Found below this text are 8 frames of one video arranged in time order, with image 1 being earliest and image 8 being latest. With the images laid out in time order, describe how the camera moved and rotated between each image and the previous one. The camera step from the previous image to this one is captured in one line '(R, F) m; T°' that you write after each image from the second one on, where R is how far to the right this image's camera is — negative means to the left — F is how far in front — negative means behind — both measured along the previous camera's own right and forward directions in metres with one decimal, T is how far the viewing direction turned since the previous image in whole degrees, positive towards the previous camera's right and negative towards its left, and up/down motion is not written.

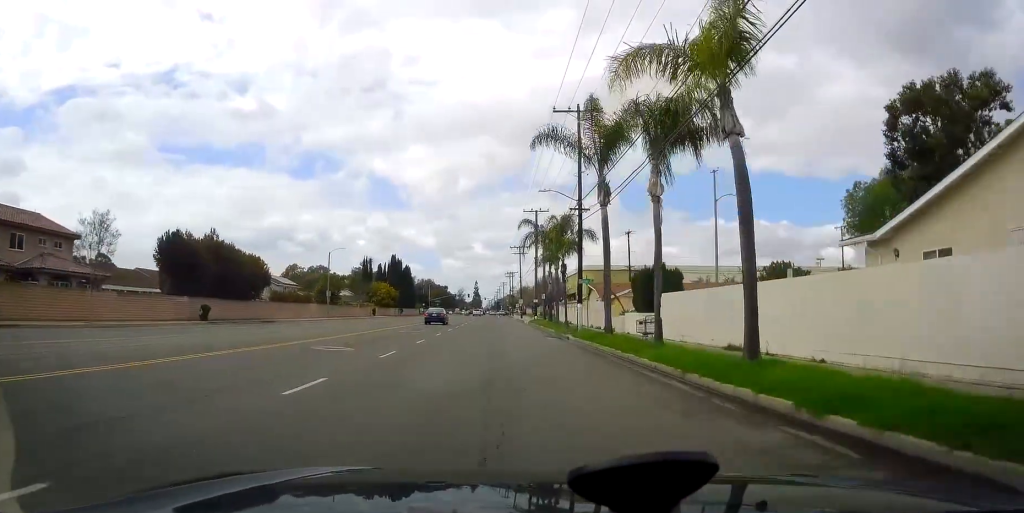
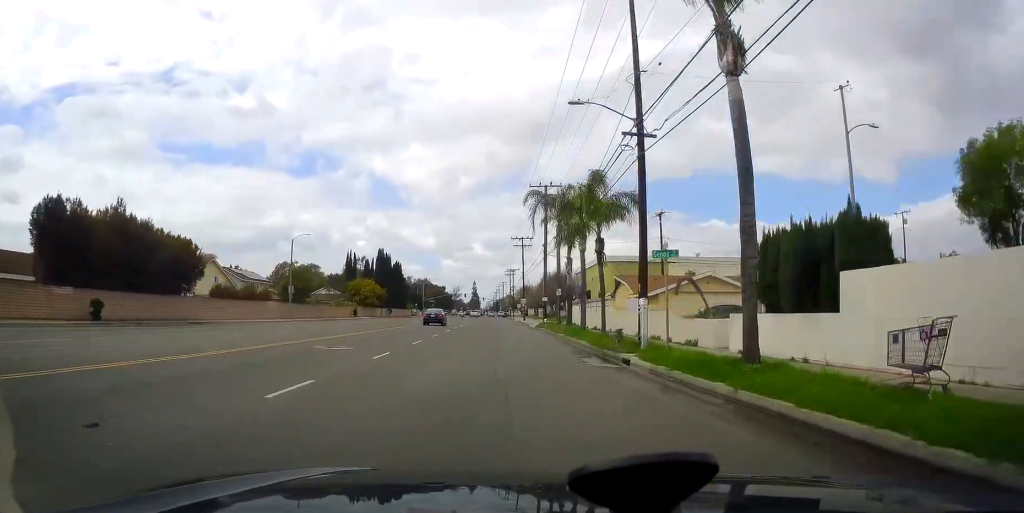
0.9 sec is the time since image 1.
(0.0, +15.2) m; 0°
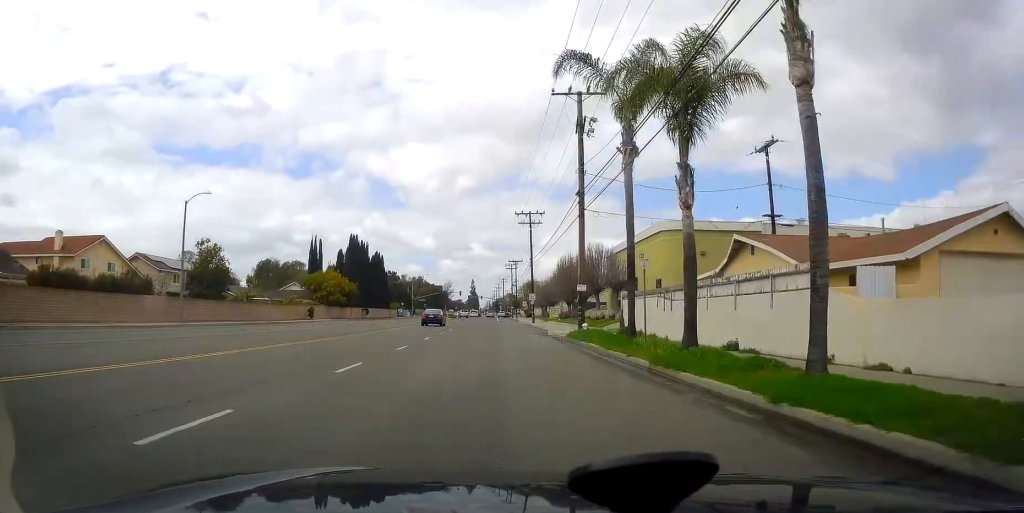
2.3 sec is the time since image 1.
(0.0, +25.2) m; 0°
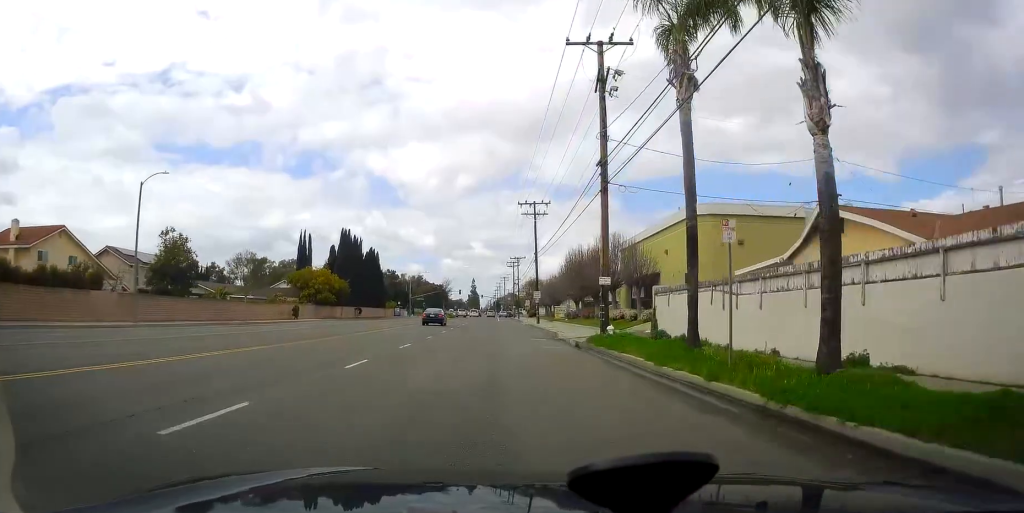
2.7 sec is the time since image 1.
(+0.1, +6.7) m; -1°
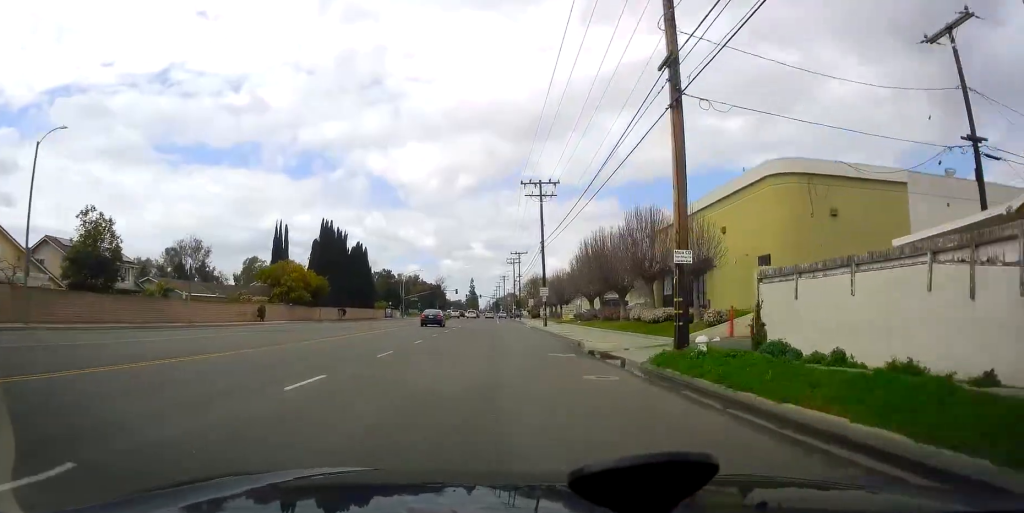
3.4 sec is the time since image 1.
(-0.1, +11.0) m; -1°
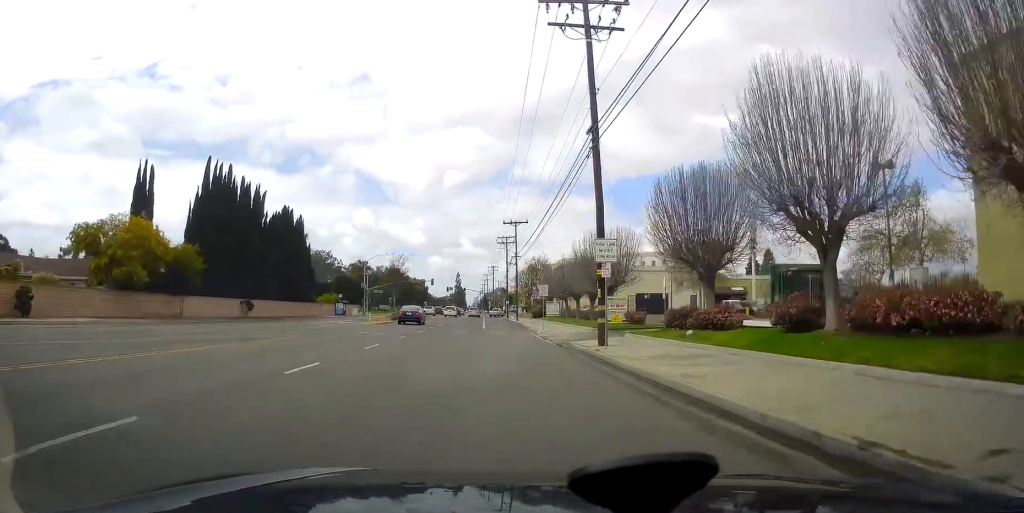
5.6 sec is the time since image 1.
(+0.4, +35.3) m; +3°
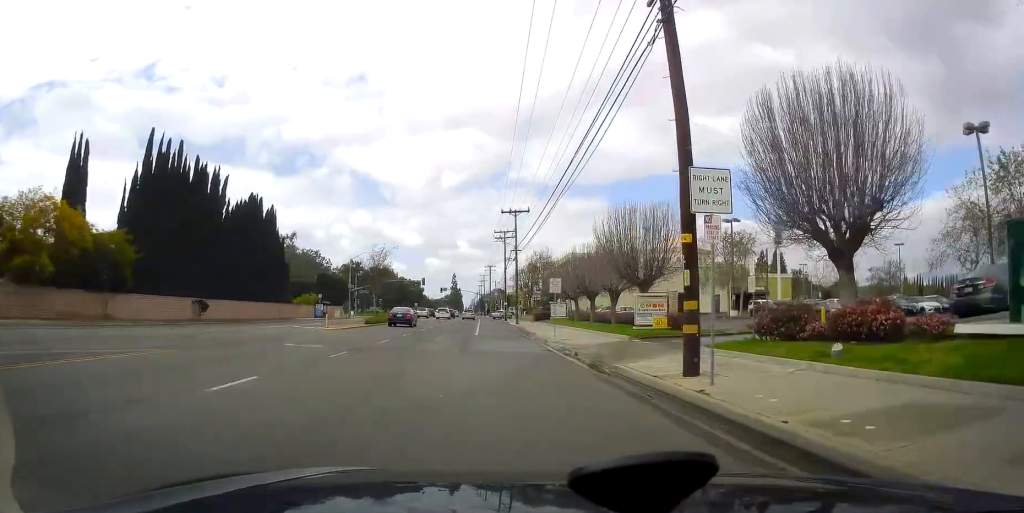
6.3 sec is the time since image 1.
(+0.1, +10.5) m; +1°
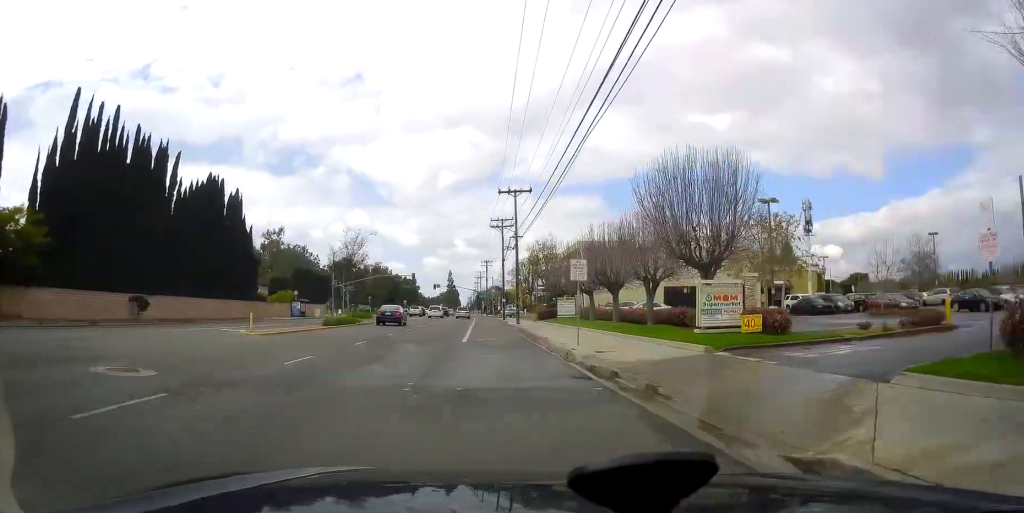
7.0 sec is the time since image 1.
(+0.4, +9.7) m; 0°
